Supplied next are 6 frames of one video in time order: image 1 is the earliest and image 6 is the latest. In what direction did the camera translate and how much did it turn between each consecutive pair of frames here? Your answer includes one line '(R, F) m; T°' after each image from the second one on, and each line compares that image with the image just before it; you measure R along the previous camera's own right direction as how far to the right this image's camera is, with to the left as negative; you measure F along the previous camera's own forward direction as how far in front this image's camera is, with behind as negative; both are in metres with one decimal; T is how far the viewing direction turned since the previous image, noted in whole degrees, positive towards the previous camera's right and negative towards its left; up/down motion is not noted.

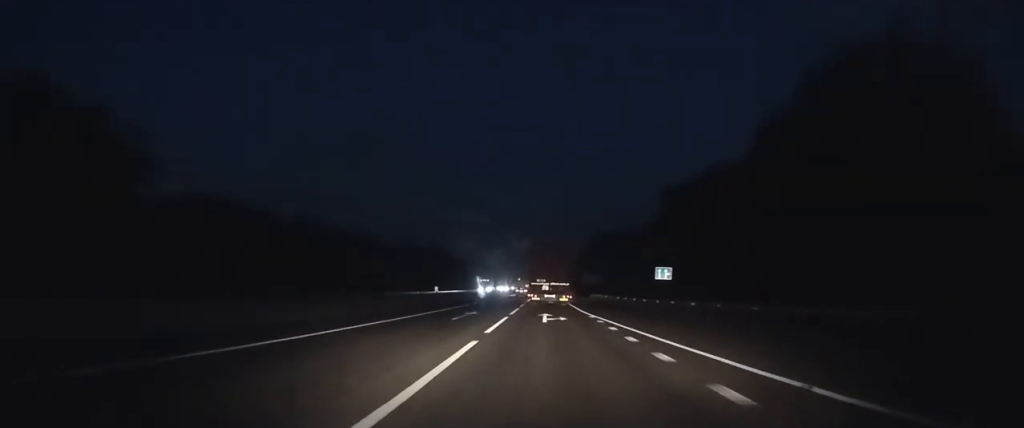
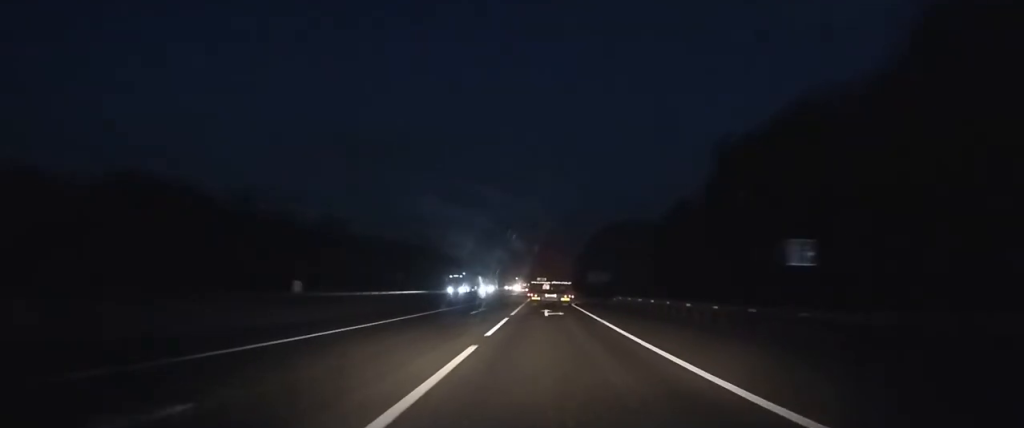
(0.0, +27.7) m; 0°
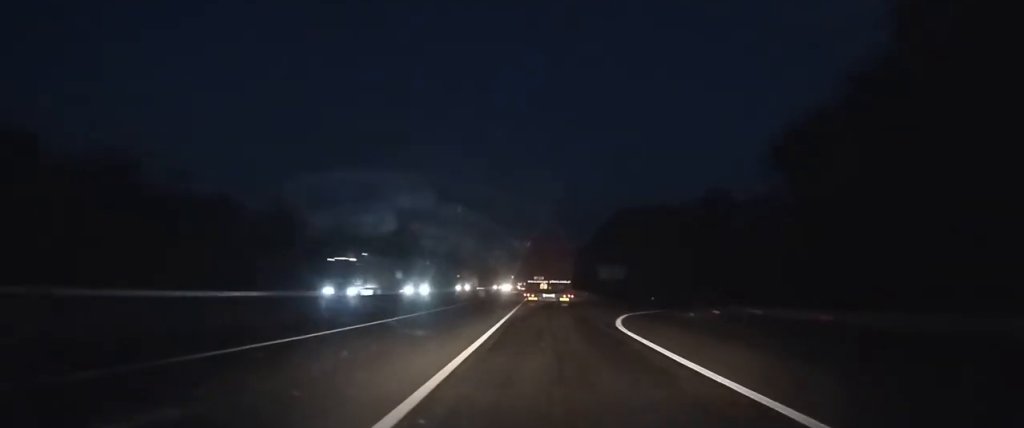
(+0.1, +33.1) m; 0°
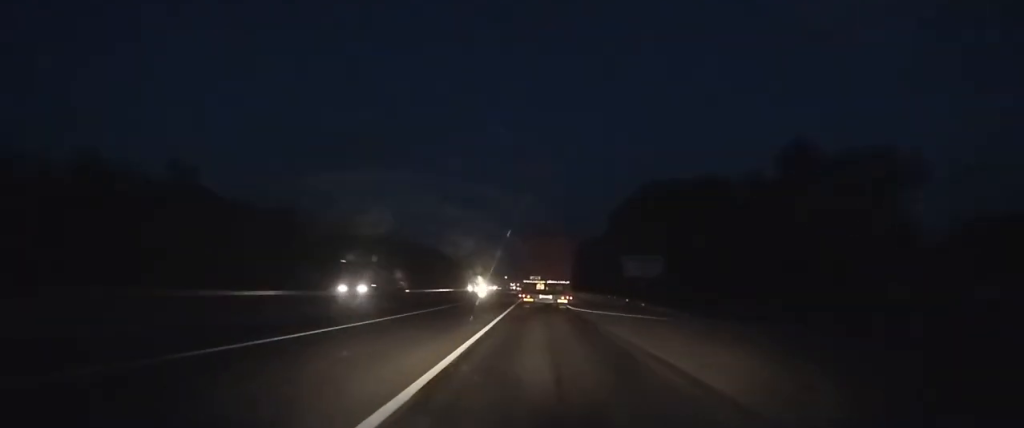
(+0.1, +39.4) m; 0°
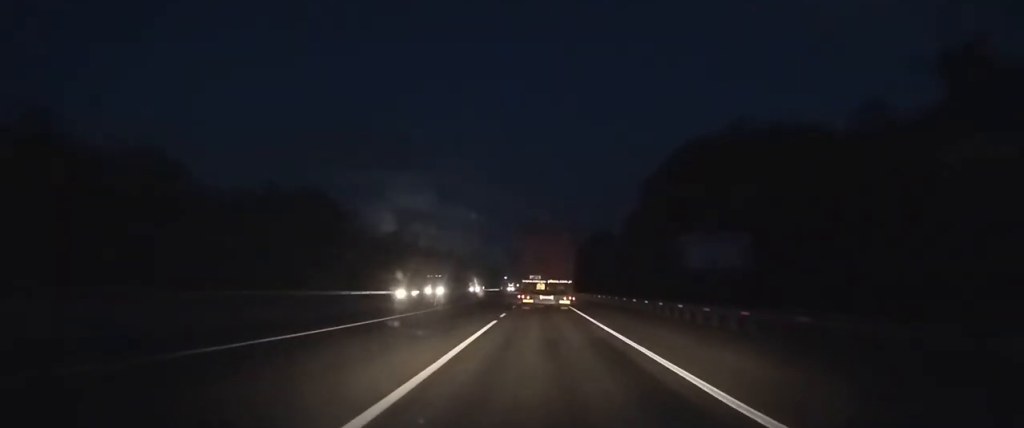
(+0.1, +32.4) m; 0°
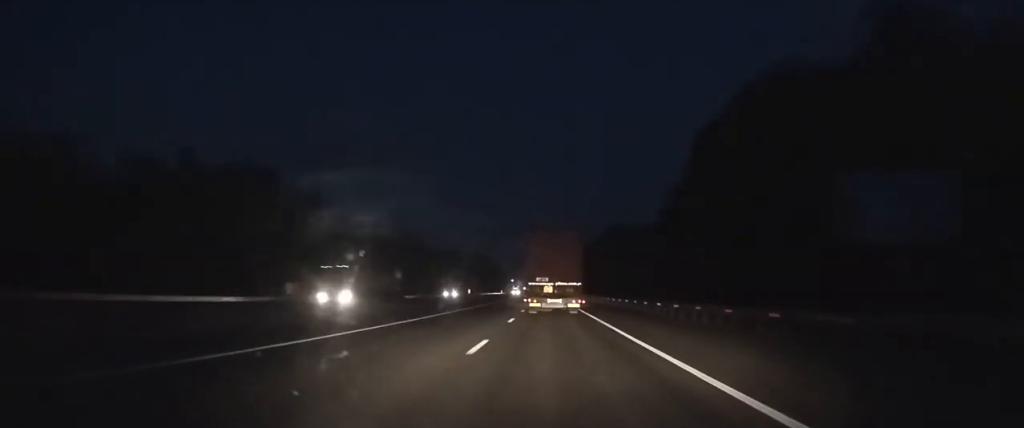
(0.0, +24.9) m; -1°
